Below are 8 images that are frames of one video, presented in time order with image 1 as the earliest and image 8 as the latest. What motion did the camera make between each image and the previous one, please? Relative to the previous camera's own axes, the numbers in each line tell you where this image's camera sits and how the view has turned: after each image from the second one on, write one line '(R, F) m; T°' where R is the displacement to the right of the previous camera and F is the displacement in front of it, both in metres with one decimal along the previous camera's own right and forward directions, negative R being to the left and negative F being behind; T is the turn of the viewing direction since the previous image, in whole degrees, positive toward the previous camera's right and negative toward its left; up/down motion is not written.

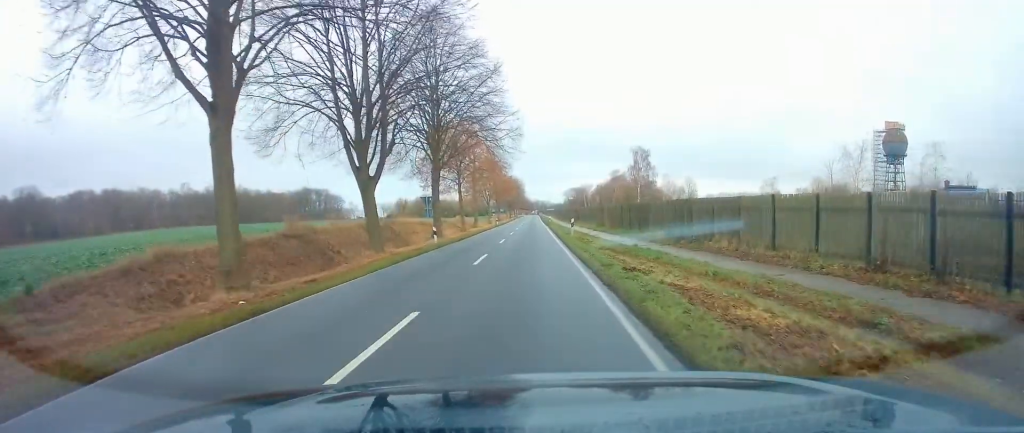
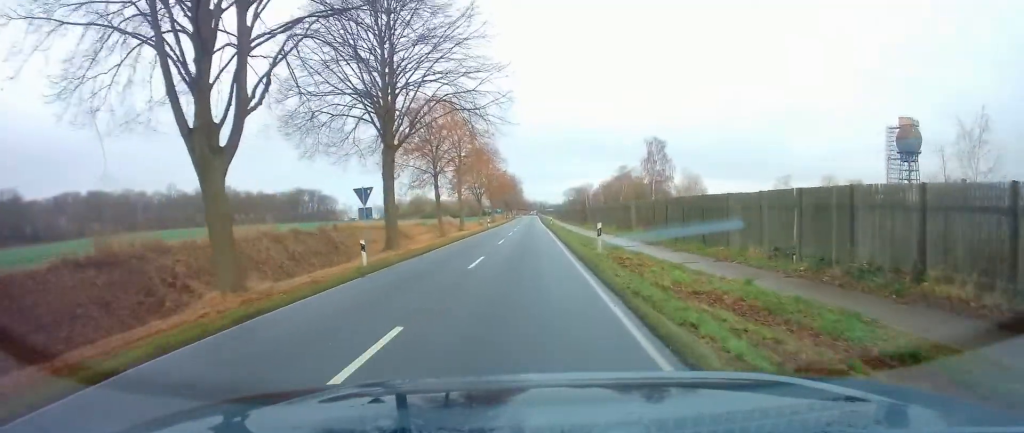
(-0.2, +12.9) m; 0°
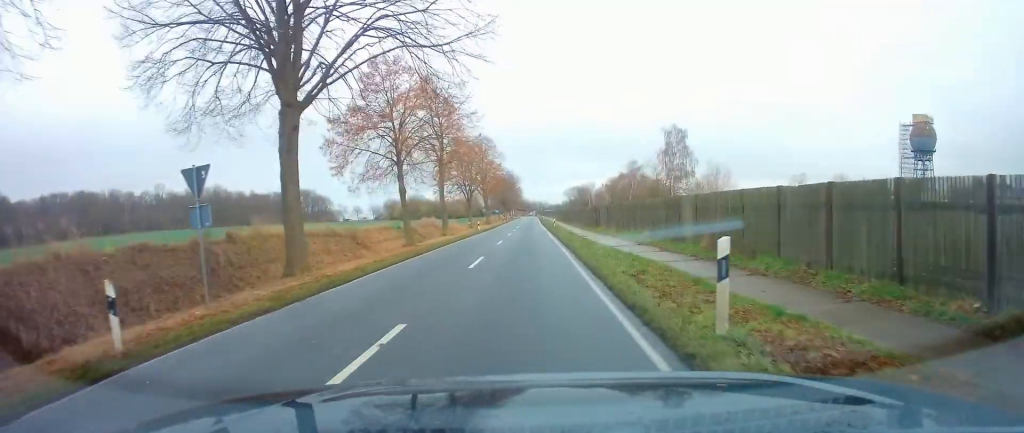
(+0.3, +11.5) m; 0°
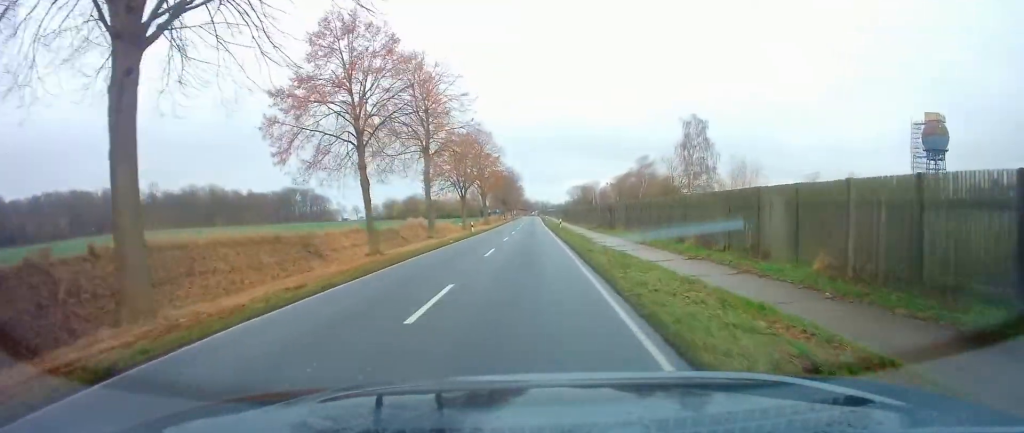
(-0.1, +7.6) m; -1°
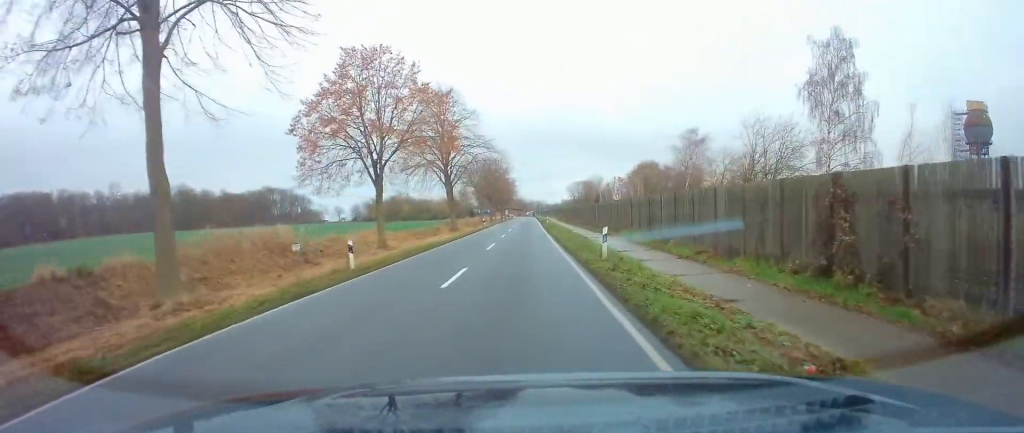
(-0.3, +31.3) m; 0°
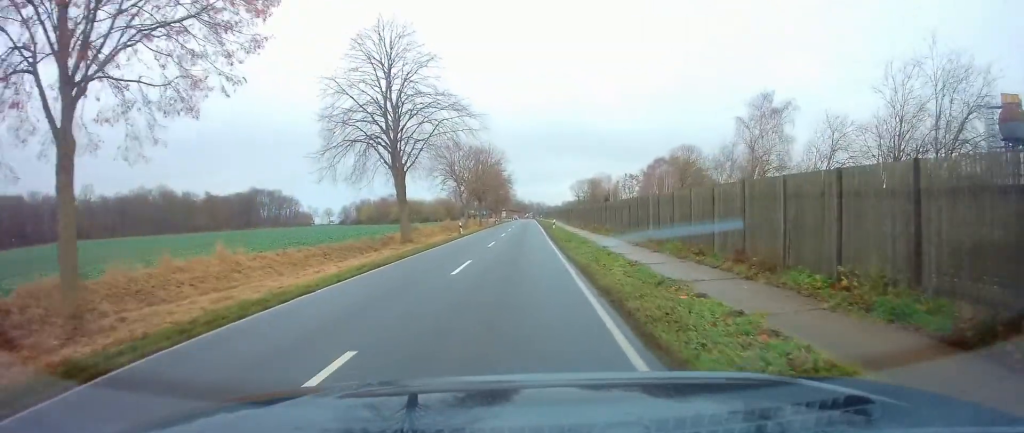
(0.0, +21.0) m; 0°
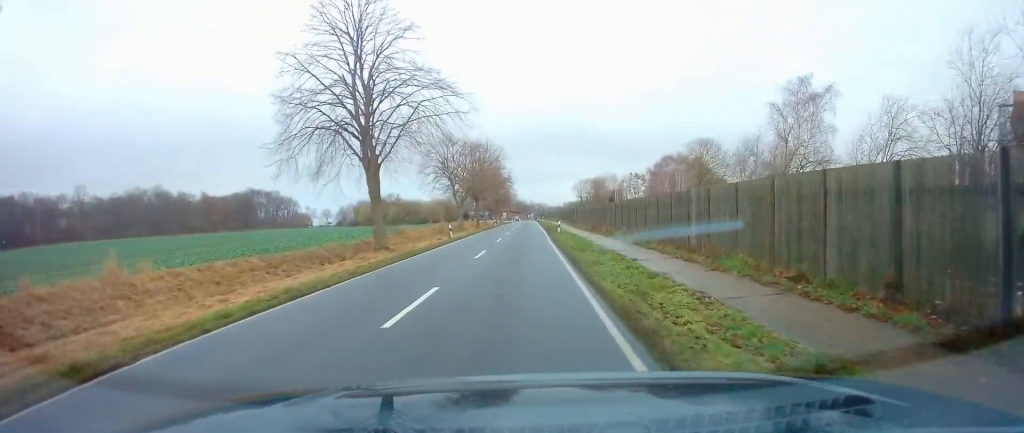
(0.0, +6.4) m; 0°
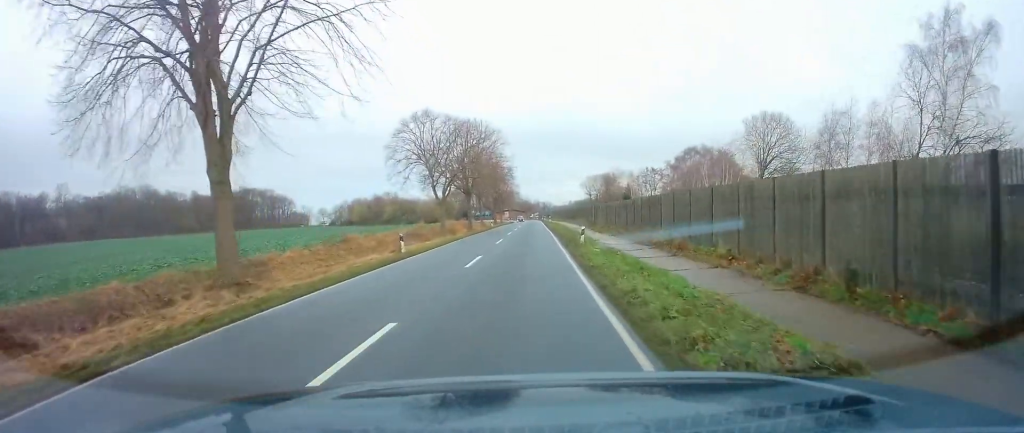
(0.0, +15.6) m; +1°
